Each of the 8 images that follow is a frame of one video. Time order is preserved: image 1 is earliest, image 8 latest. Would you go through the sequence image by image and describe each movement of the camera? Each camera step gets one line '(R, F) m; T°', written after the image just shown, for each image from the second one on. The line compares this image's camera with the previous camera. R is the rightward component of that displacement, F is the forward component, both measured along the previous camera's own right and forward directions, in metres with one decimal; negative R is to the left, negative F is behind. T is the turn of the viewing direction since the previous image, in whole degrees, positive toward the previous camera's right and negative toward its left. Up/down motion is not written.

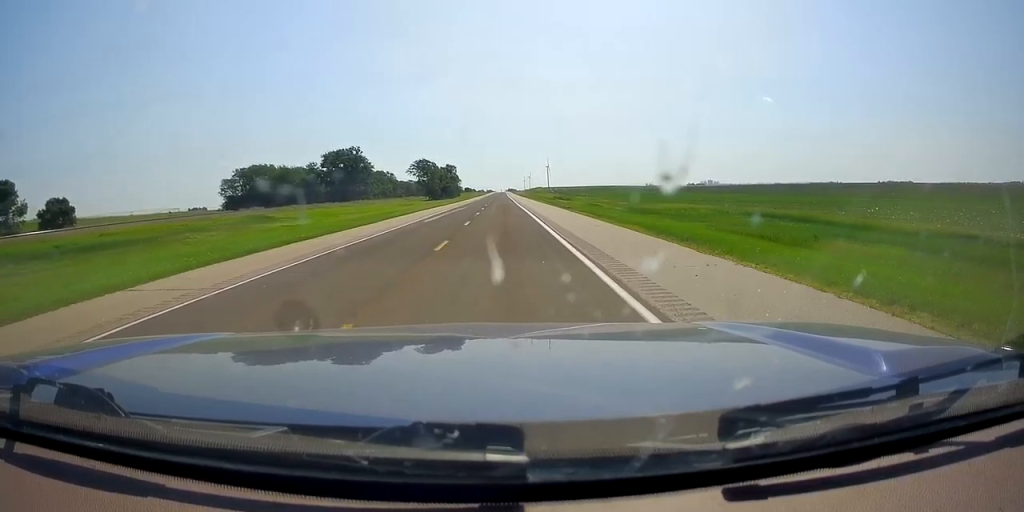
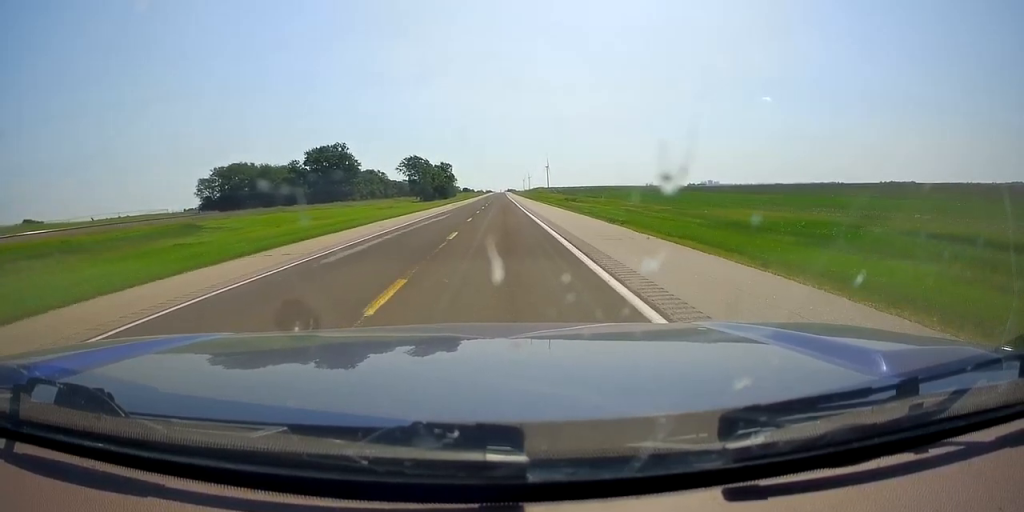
(-0.1, +20.6) m; 0°
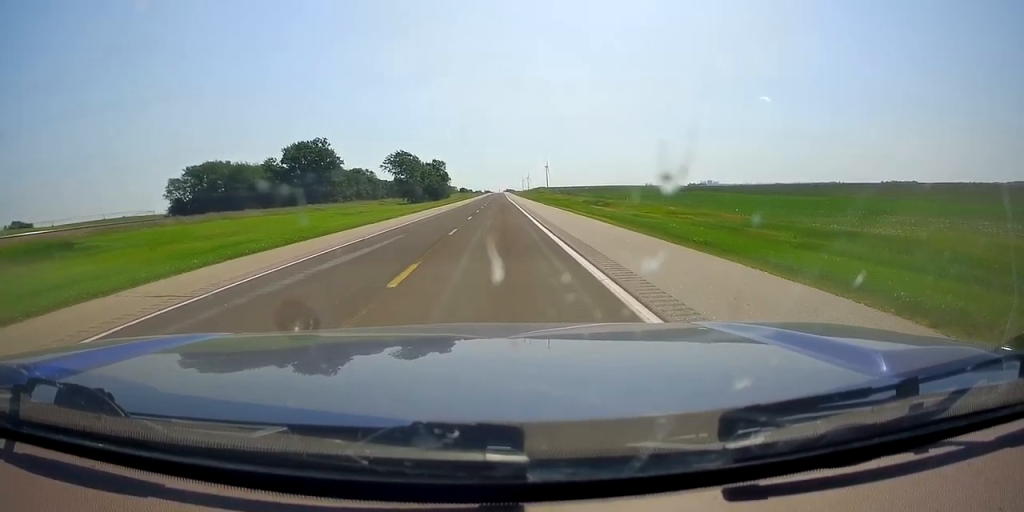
(-0.3, +22.1) m; 0°
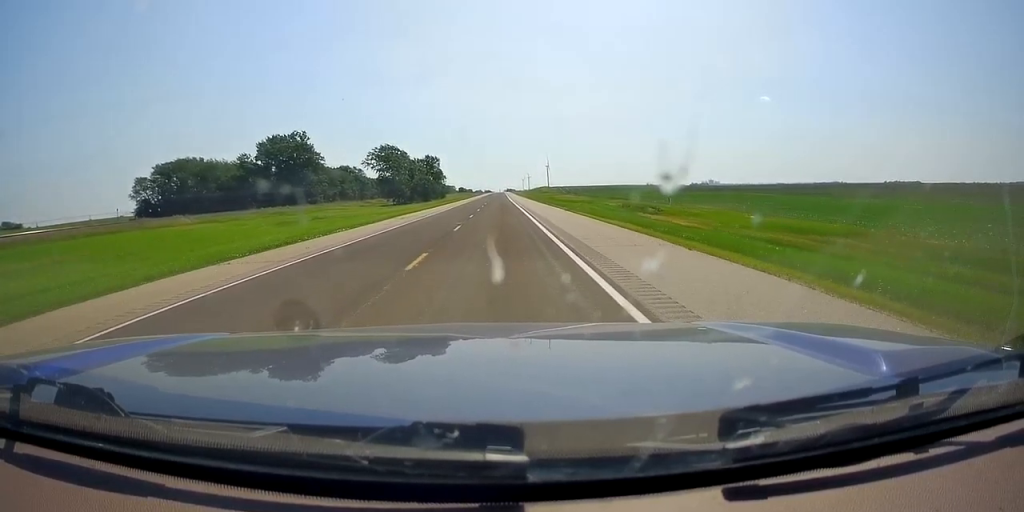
(+0.4, +22.0) m; 0°
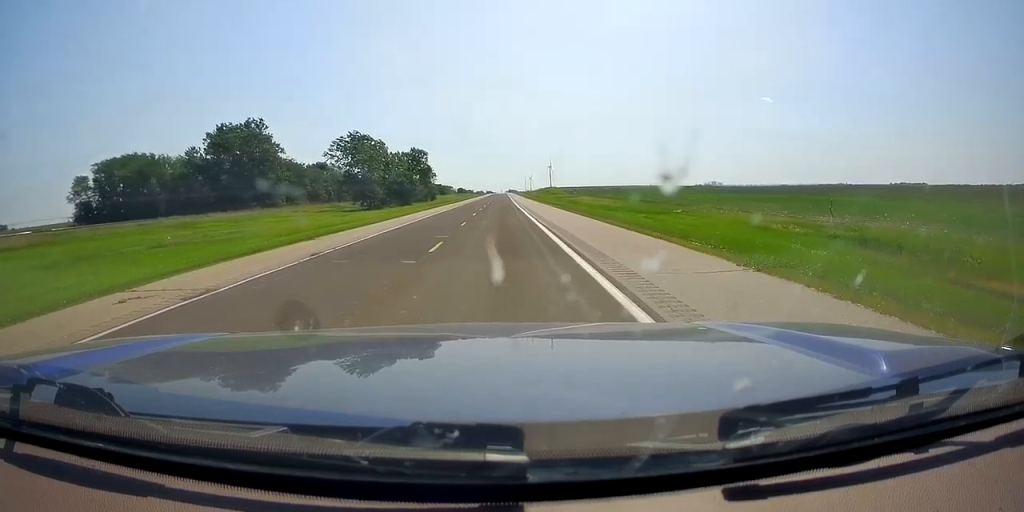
(-0.4, +32.6) m; 0°
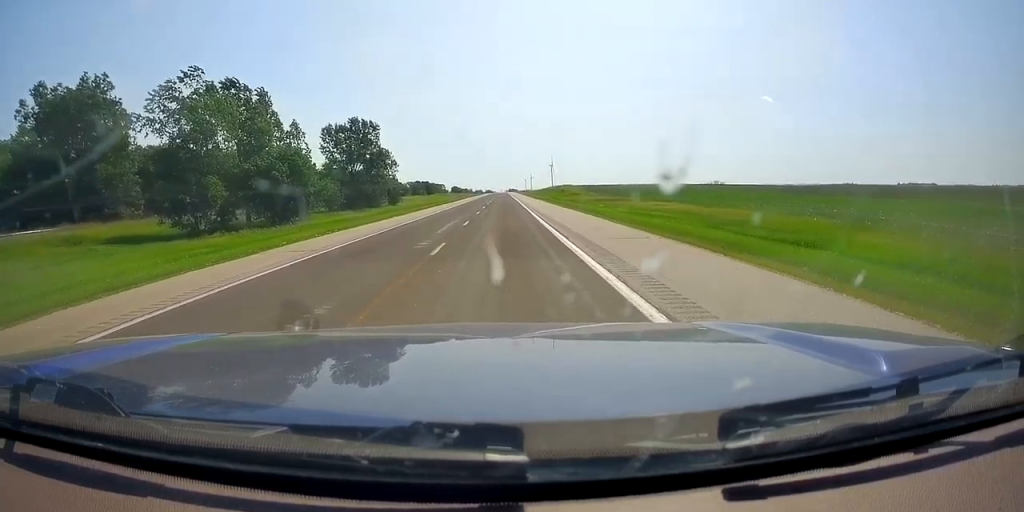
(+1.1, +61.8) m; 0°
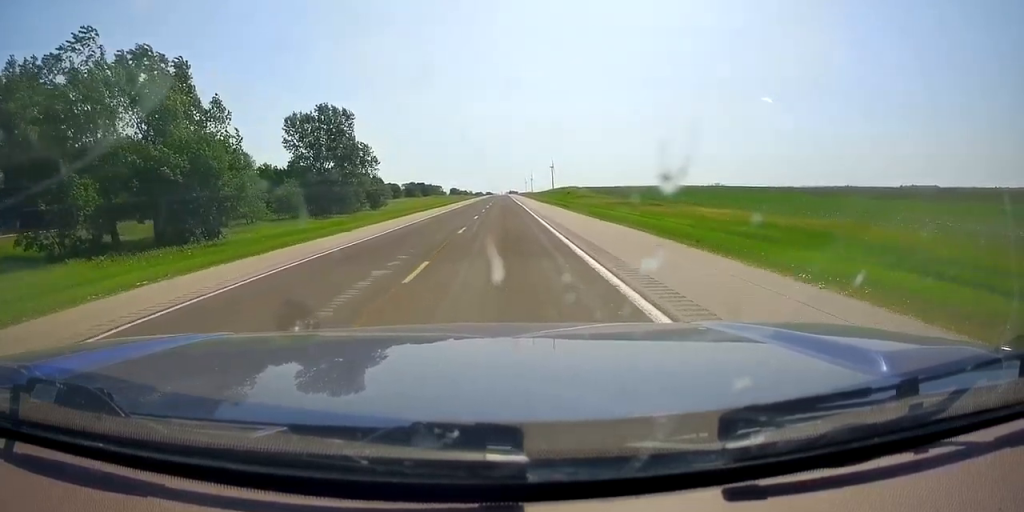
(-0.2, +16.3) m; 0°
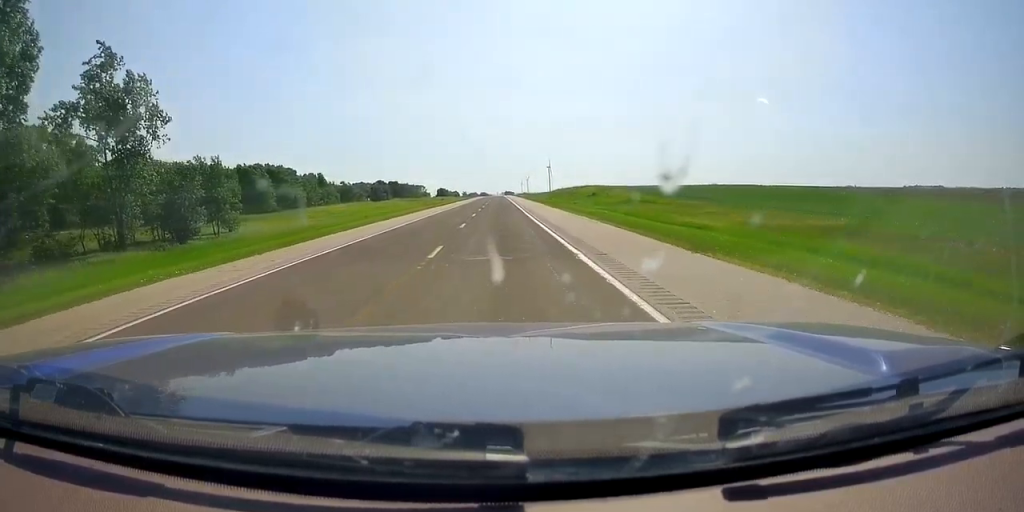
(+0.4, +56.6) m; +1°
